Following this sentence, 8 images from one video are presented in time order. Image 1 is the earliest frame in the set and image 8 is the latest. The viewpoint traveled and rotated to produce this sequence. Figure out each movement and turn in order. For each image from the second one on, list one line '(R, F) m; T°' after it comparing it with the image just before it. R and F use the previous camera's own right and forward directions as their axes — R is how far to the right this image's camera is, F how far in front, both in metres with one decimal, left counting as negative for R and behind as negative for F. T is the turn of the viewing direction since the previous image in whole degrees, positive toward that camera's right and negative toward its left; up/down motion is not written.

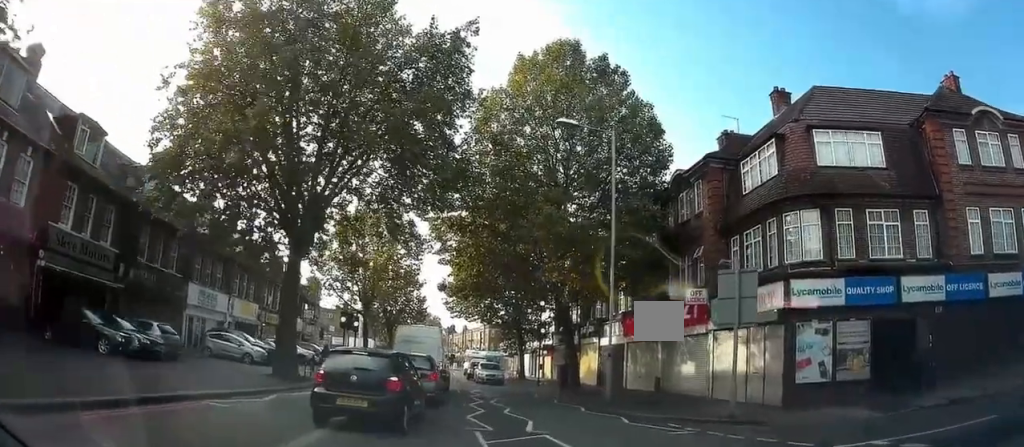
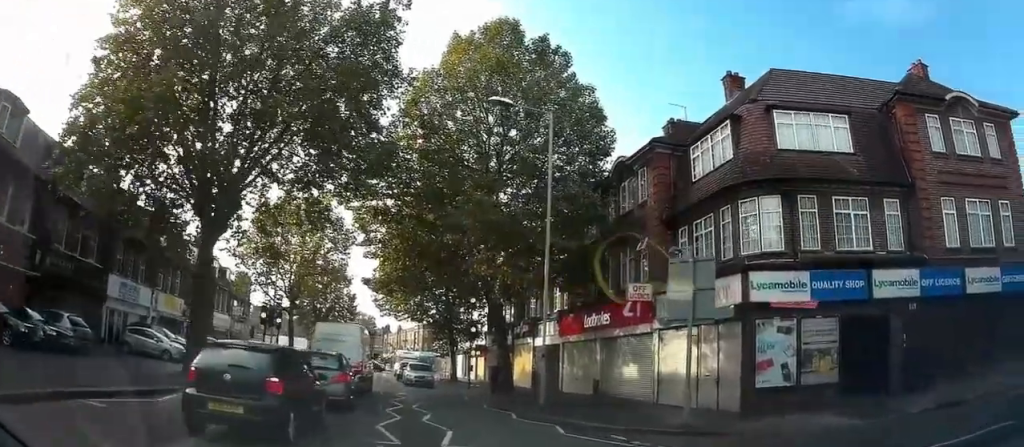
(+0.1, +2.1) m; +7°
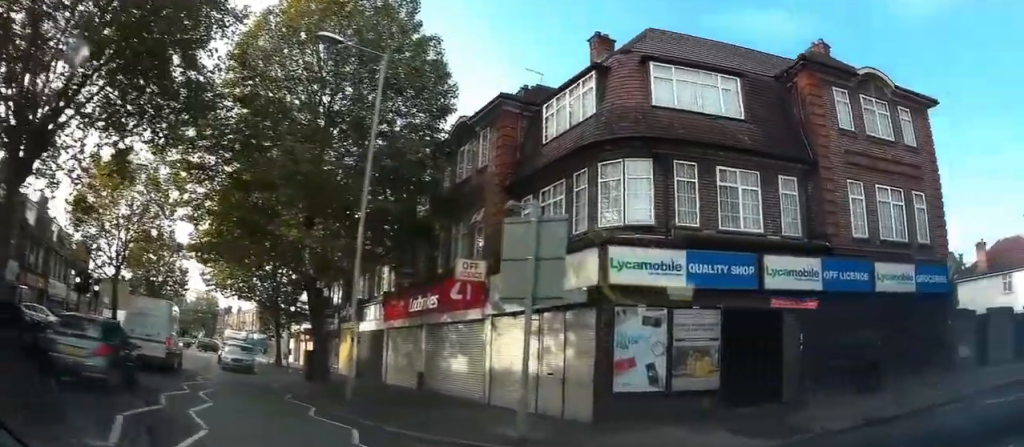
(+0.4, +3.4) m; +16°
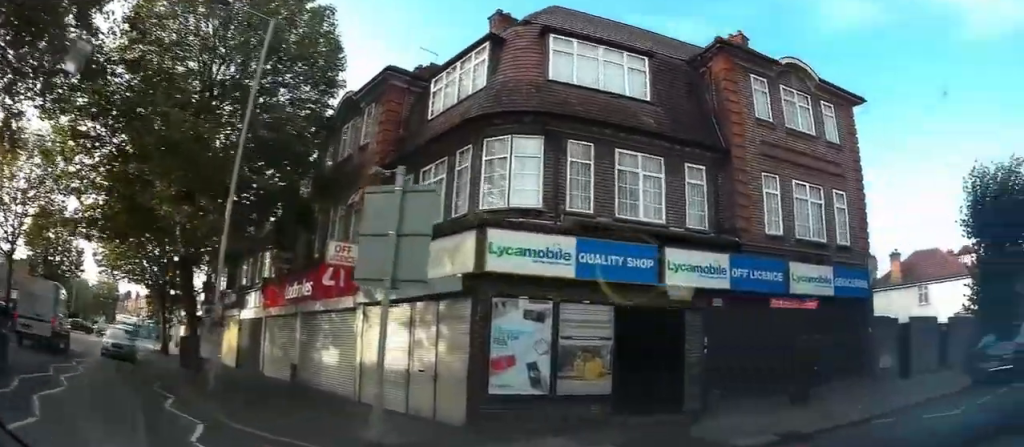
(+0.2, +1.4) m; +12°
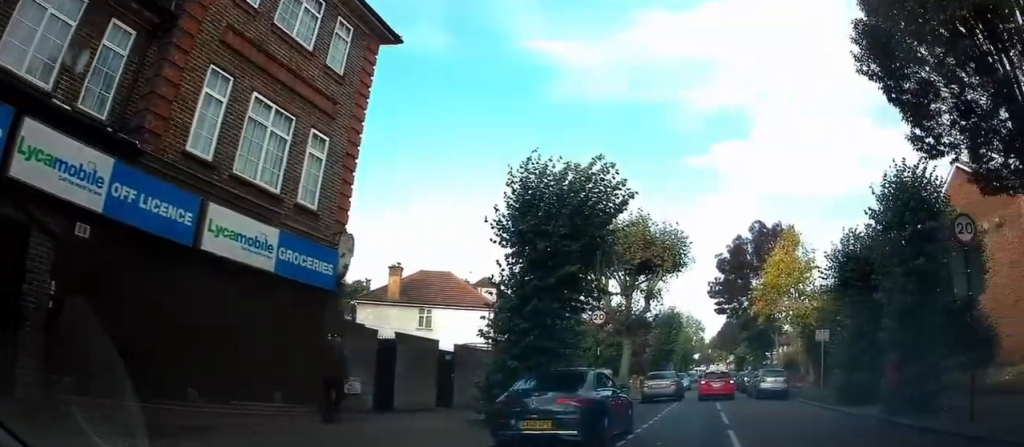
(+2.7, +4.9) m; +55°
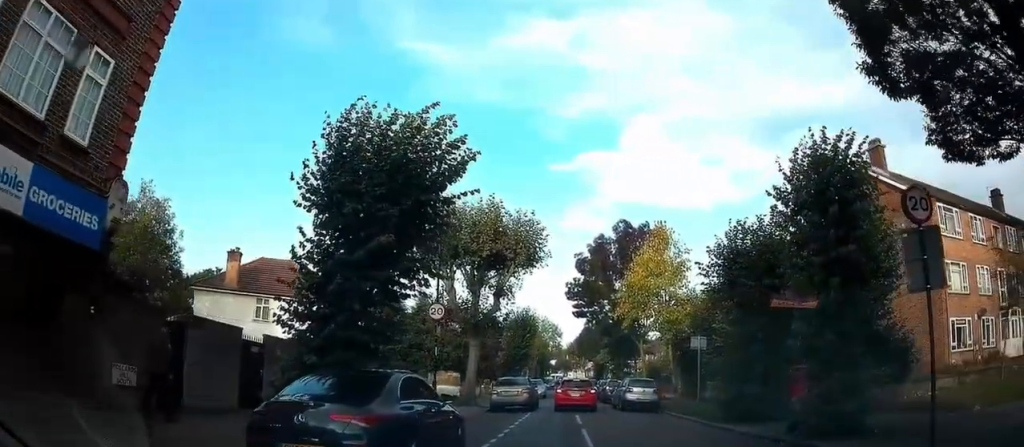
(+0.6, +3.0) m; +19°
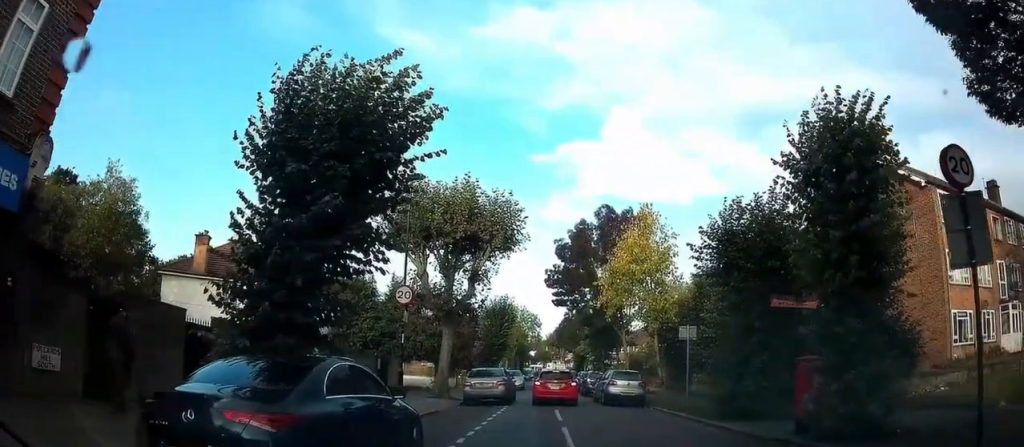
(+0.1, +1.6) m; -4°
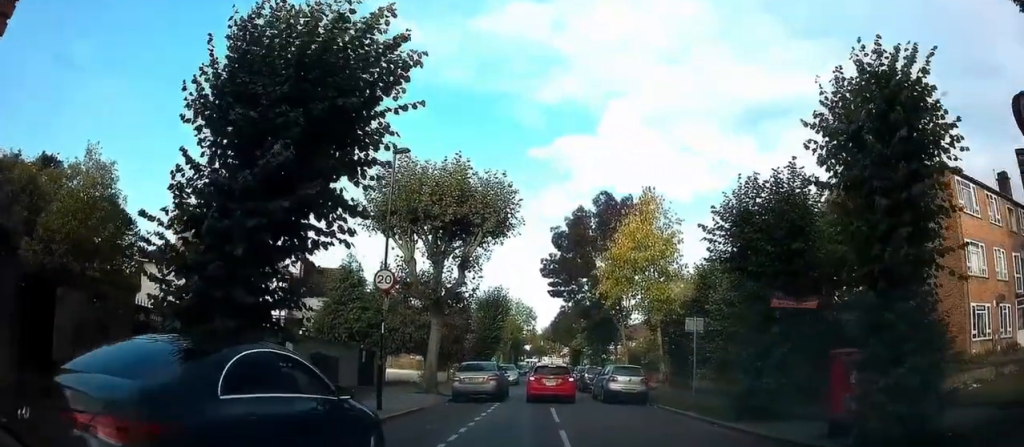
(0.0, +1.6) m; -4°
